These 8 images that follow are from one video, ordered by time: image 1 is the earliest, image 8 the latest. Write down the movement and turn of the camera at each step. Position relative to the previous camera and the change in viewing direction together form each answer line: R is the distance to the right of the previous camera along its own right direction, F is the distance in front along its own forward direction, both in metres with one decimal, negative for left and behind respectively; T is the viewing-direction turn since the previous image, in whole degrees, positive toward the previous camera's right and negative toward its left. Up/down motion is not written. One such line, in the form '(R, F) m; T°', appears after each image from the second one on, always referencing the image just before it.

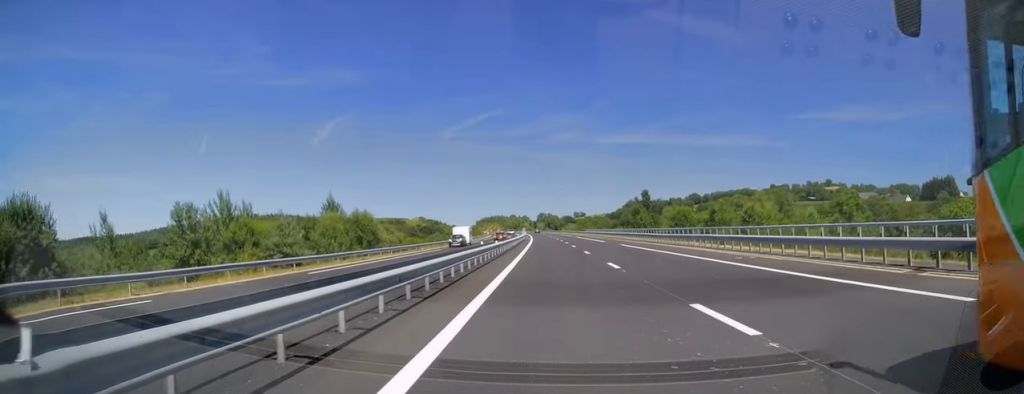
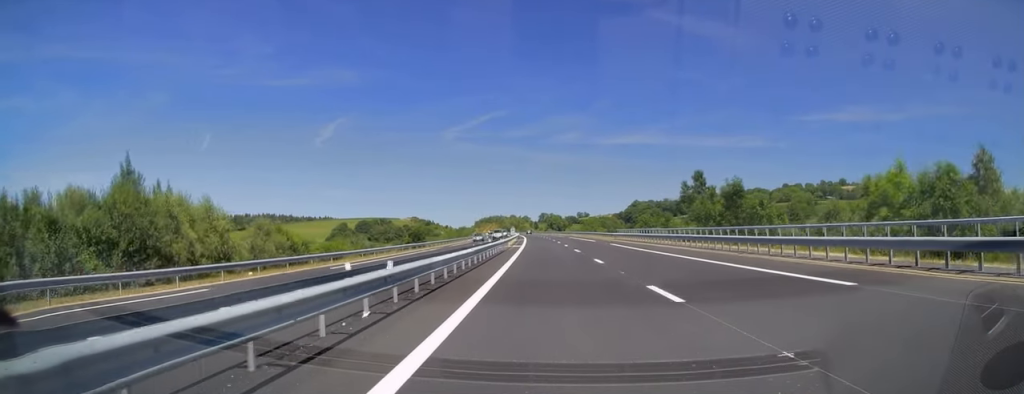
(-0.3, +48.4) m; -1°
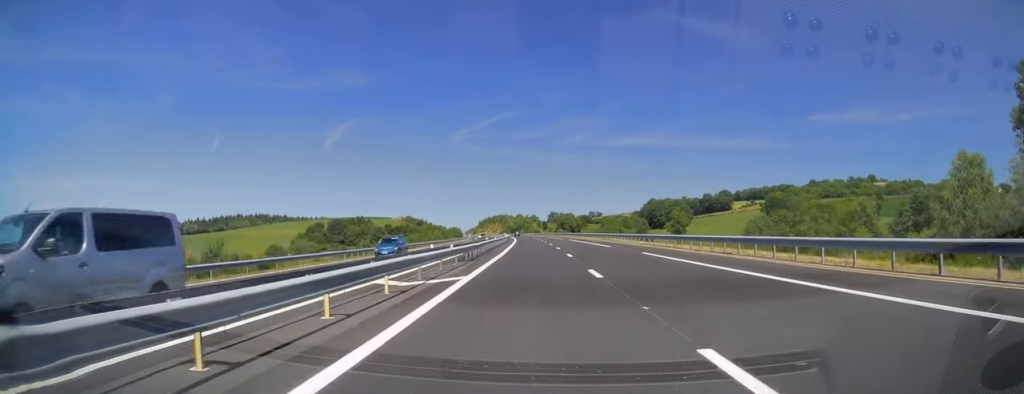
(-0.2, +72.0) m; 0°
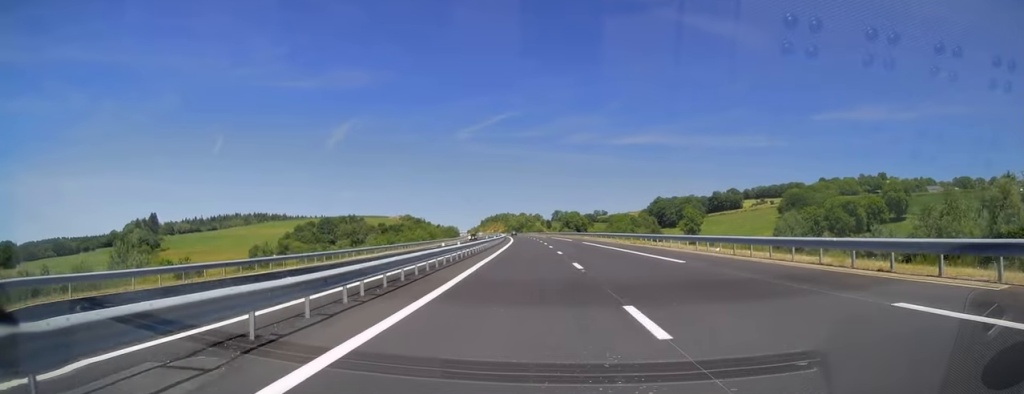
(0.0, +22.3) m; 0°
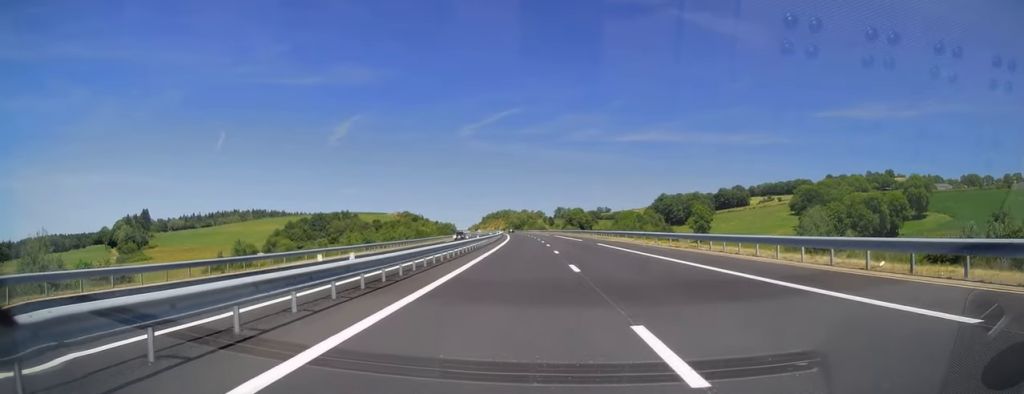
(0.0, +15.2) m; 0°
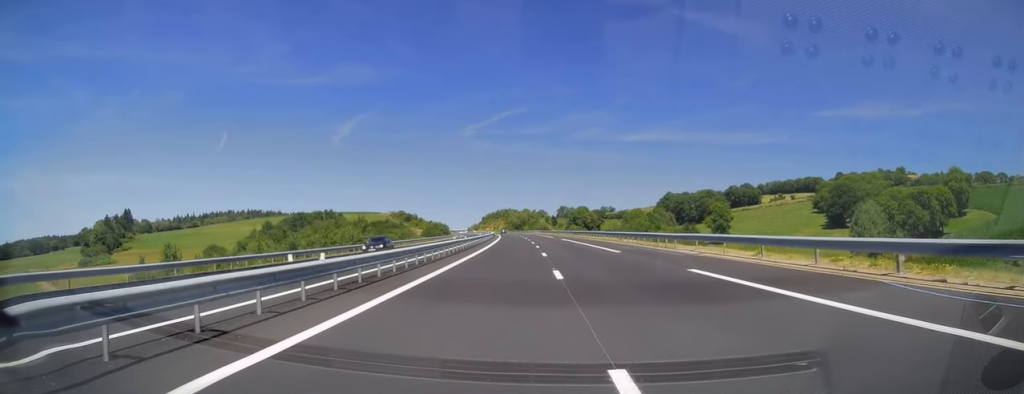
(-0.3, +28.5) m; 0°
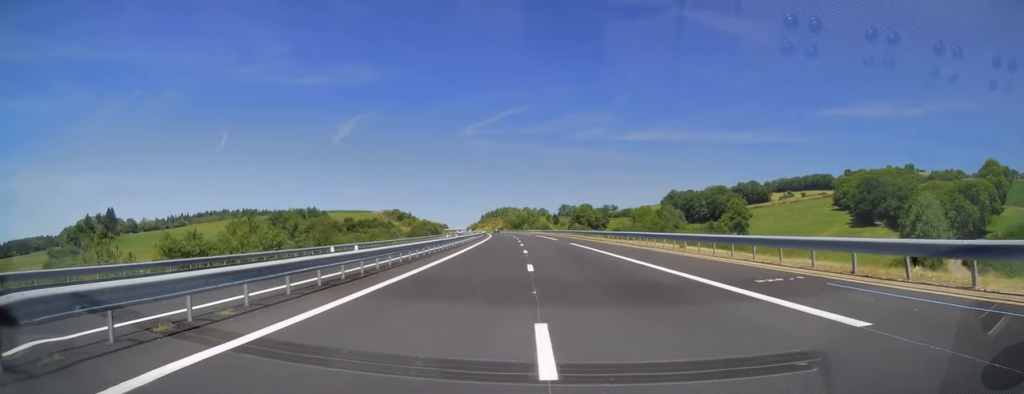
(-0.1, +23.6) m; 0°
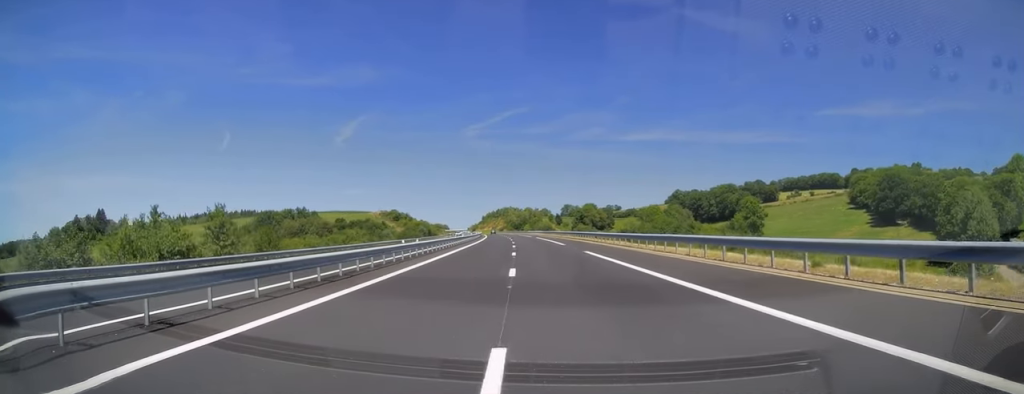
(+0.2, +14.7) m; 0°
